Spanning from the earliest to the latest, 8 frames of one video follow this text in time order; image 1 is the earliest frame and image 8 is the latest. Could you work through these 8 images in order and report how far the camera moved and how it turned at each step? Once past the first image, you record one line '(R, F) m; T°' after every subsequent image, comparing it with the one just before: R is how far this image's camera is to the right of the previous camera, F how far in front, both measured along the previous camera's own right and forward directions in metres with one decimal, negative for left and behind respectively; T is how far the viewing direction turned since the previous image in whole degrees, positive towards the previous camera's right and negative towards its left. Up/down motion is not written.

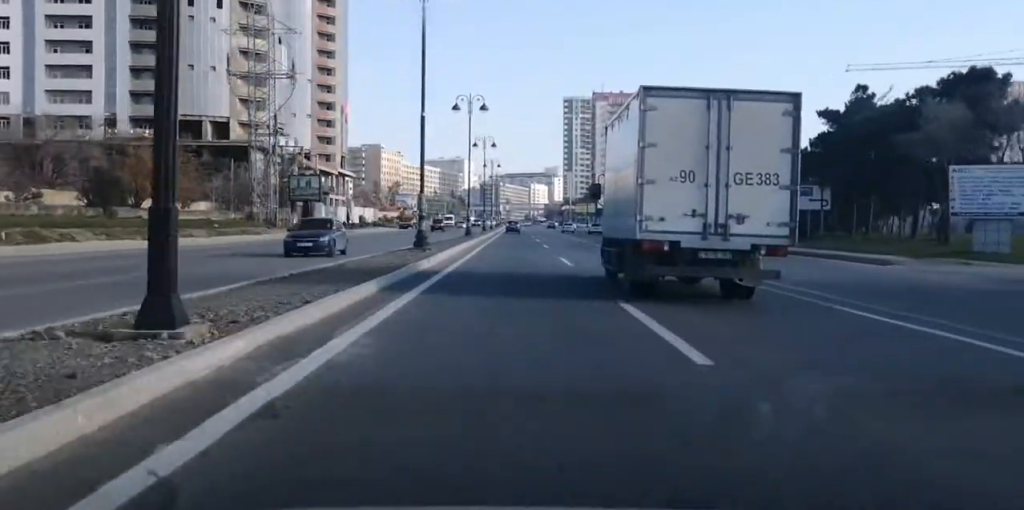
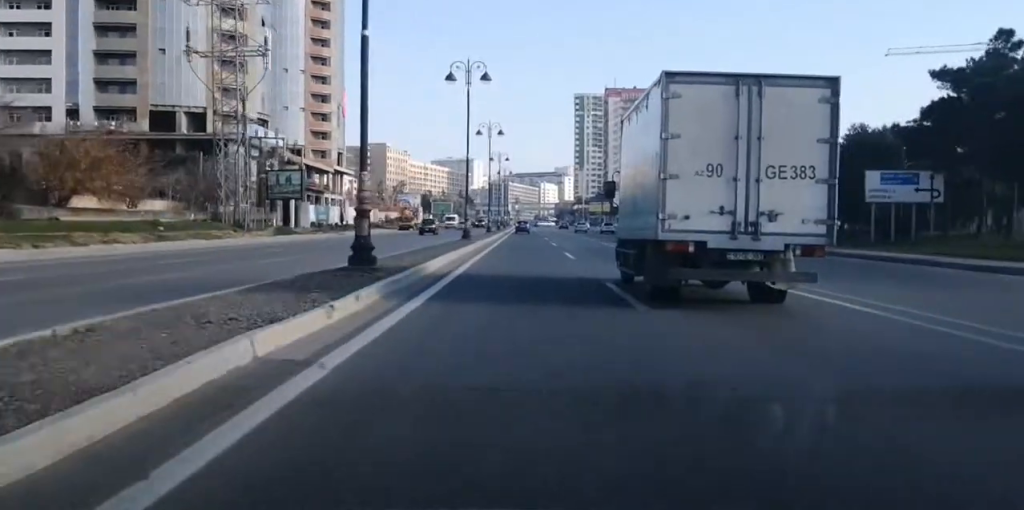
(-0.3, +14.2) m; -1°
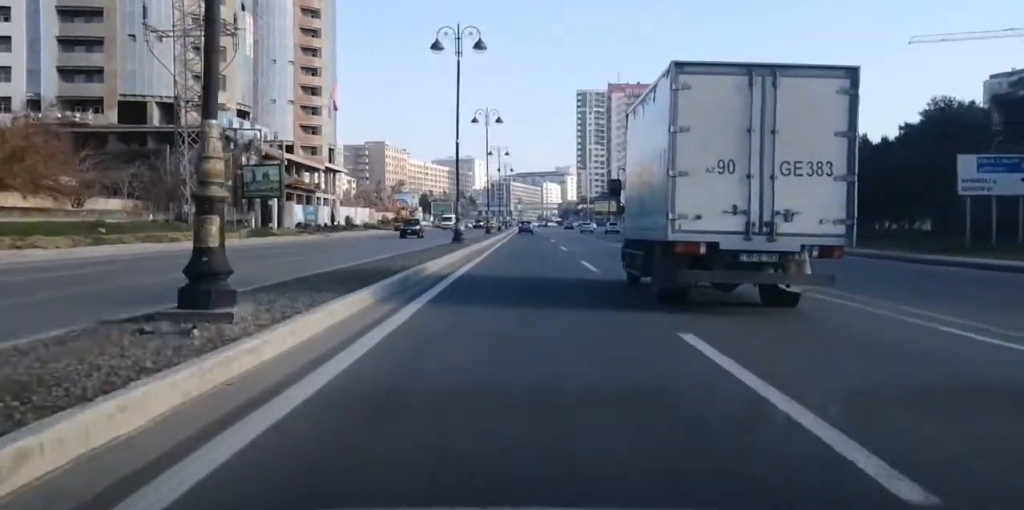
(+0.1, +9.2) m; 0°
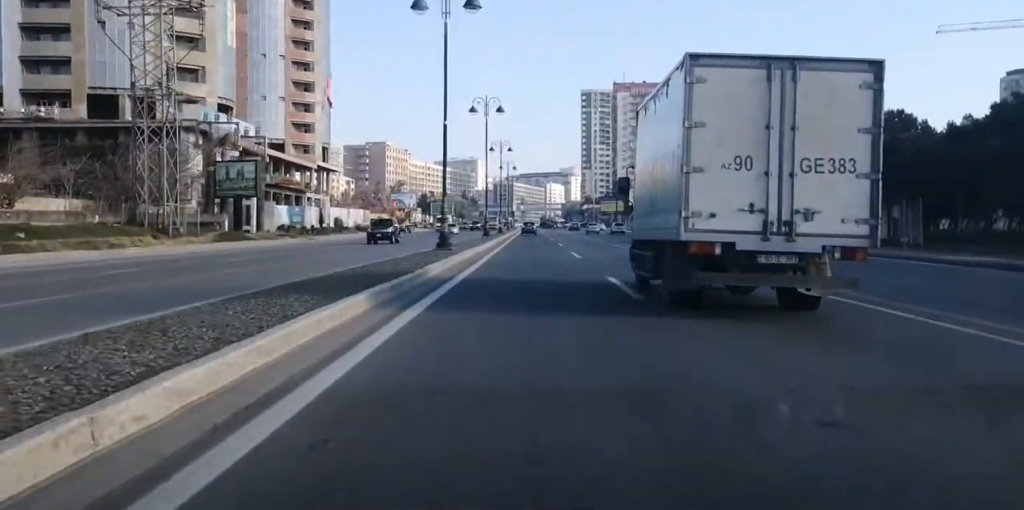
(+0.1, +8.6) m; 0°
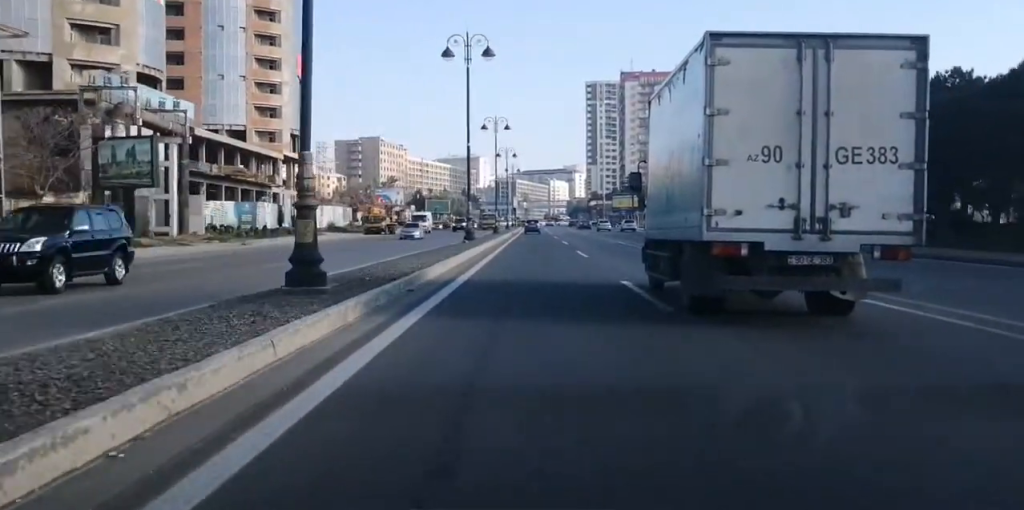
(-0.4, +21.8) m; -2°
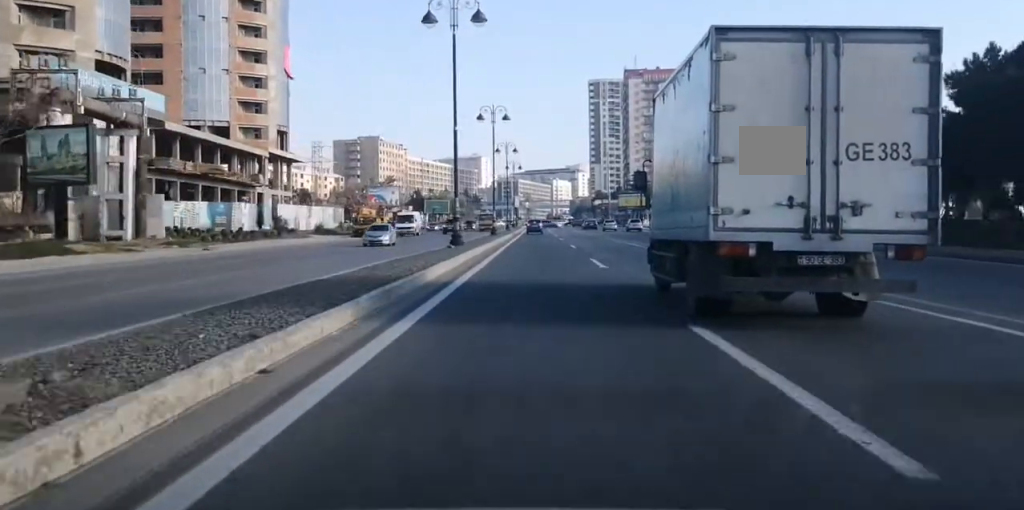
(-0.2, +8.2) m; 0°
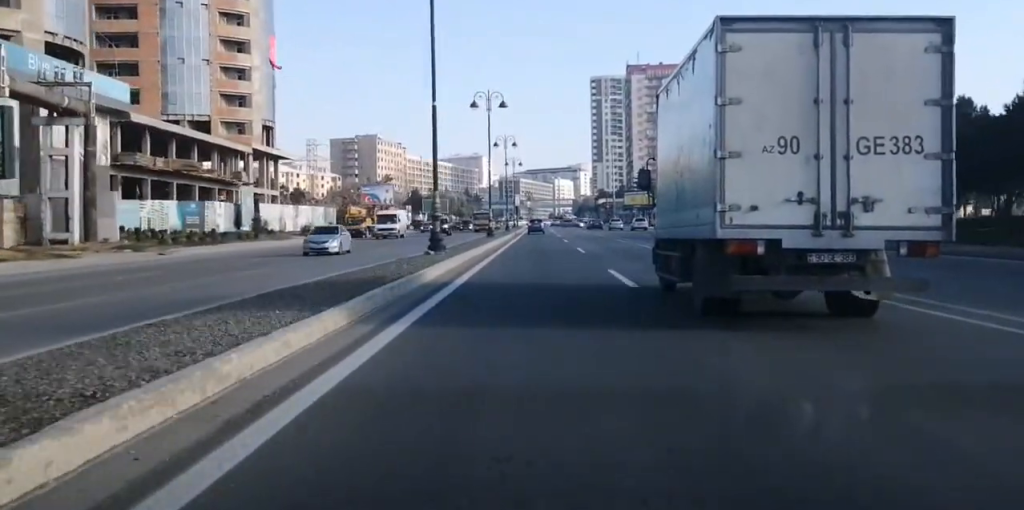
(+0.1, +7.6) m; +1°
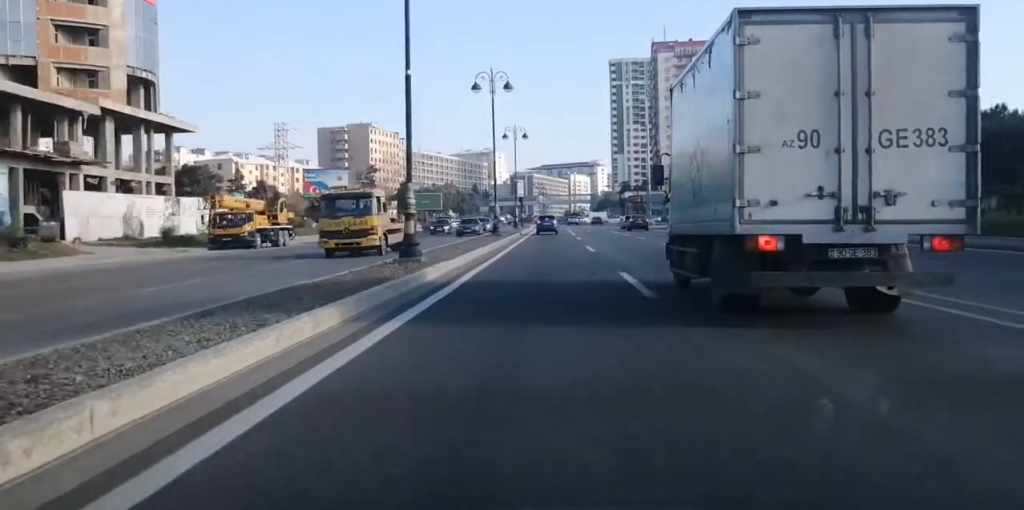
(+0.8, +41.8) m; 0°
